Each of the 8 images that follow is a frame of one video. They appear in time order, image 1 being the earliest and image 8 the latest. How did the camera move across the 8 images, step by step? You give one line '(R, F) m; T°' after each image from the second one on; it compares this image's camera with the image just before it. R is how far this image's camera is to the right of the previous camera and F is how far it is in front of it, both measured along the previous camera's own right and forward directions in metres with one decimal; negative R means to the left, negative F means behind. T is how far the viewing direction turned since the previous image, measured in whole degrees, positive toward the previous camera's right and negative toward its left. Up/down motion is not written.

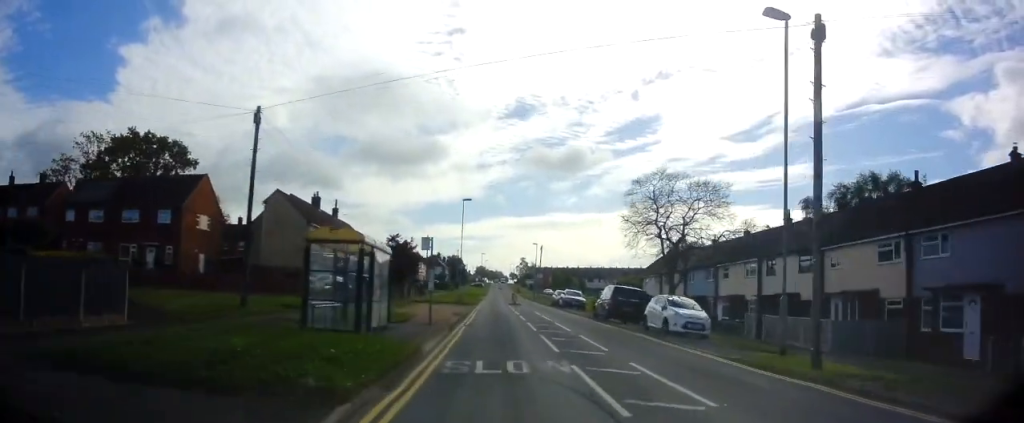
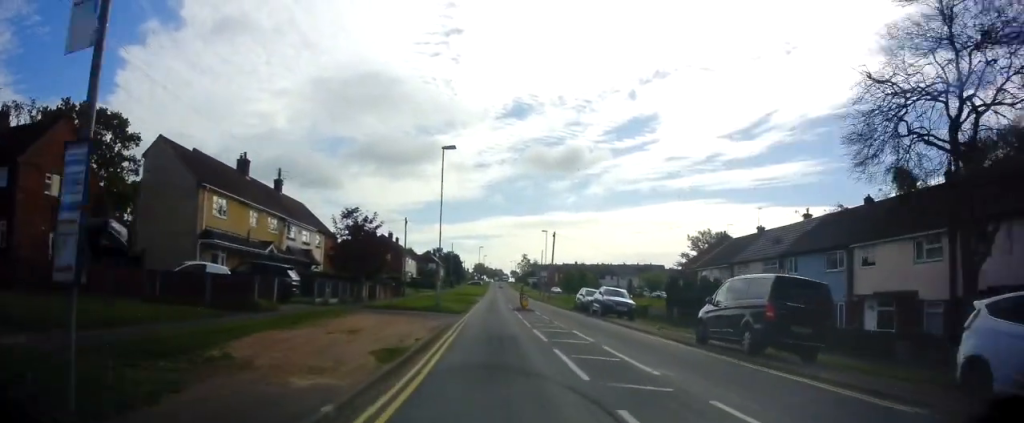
(+0.1, +17.0) m; 0°
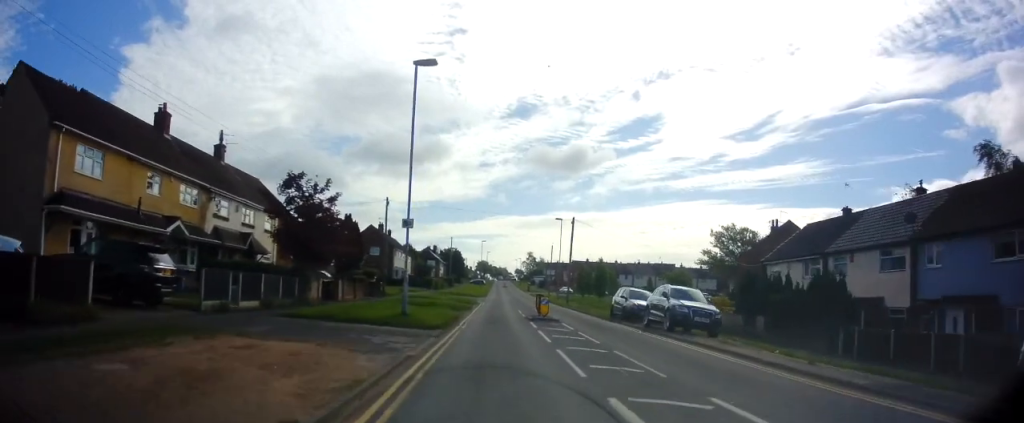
(0.0, +11.5) m; 0°
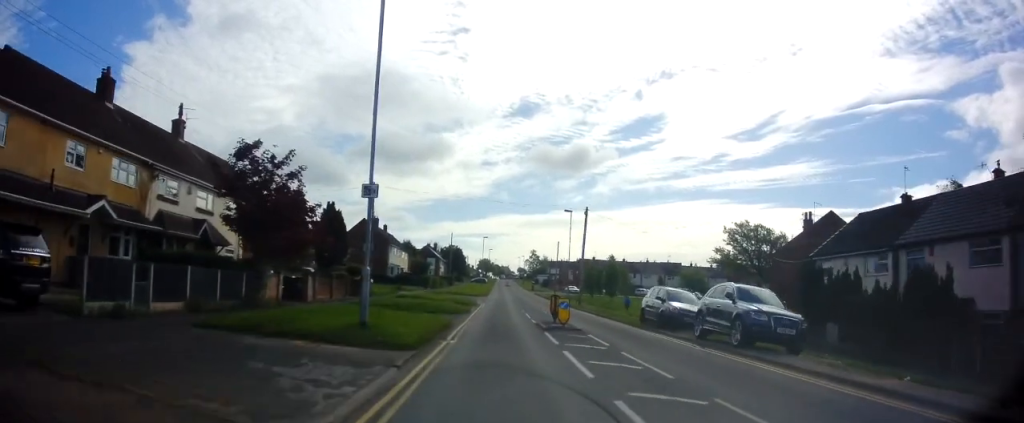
(0.0, +5.6) m; 0°
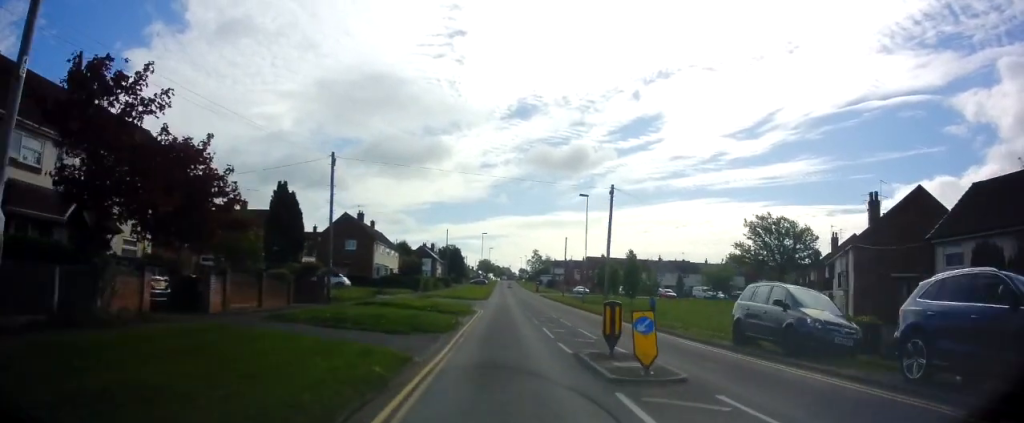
(0.0, +9.5) m; 0°
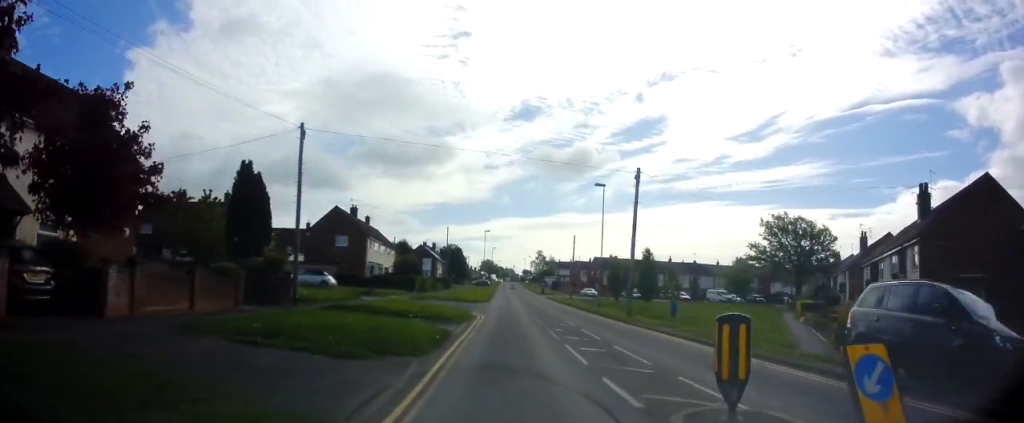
(0.0, +5.3) m; 0°
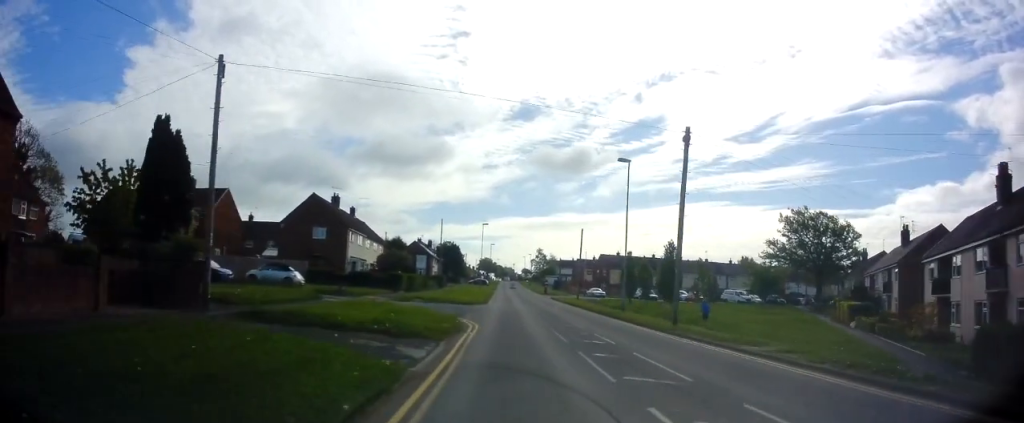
(0.0, +7.4) m; 0°
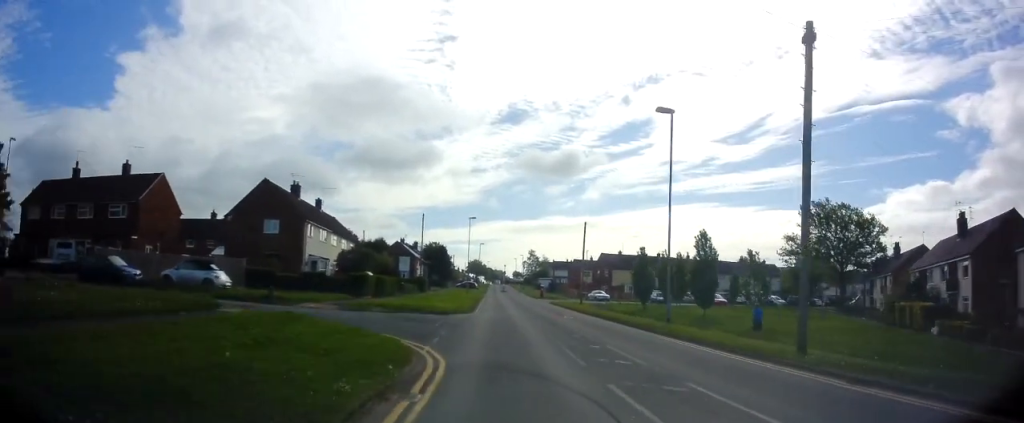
(0.0, +9.2) m; 0°
